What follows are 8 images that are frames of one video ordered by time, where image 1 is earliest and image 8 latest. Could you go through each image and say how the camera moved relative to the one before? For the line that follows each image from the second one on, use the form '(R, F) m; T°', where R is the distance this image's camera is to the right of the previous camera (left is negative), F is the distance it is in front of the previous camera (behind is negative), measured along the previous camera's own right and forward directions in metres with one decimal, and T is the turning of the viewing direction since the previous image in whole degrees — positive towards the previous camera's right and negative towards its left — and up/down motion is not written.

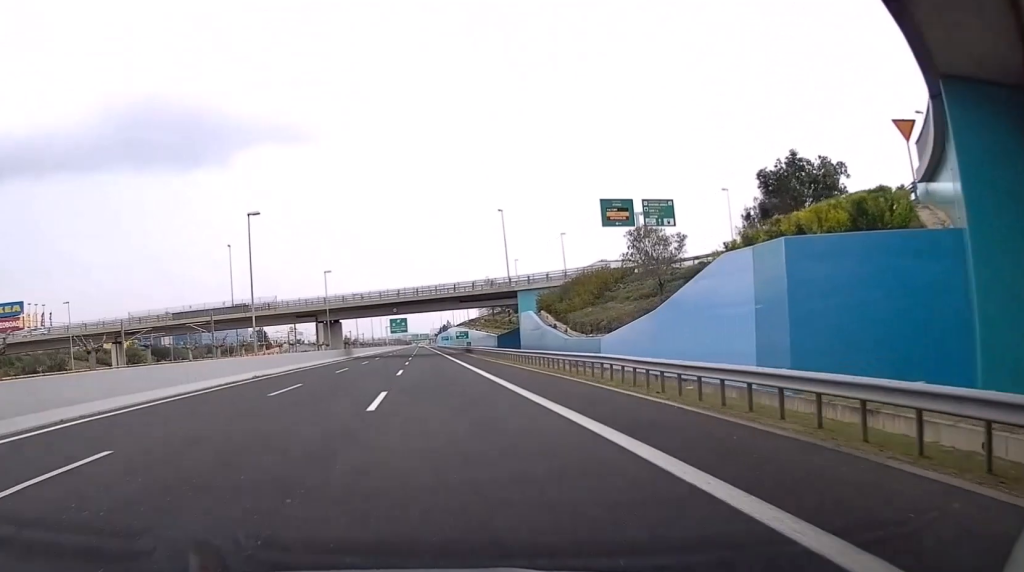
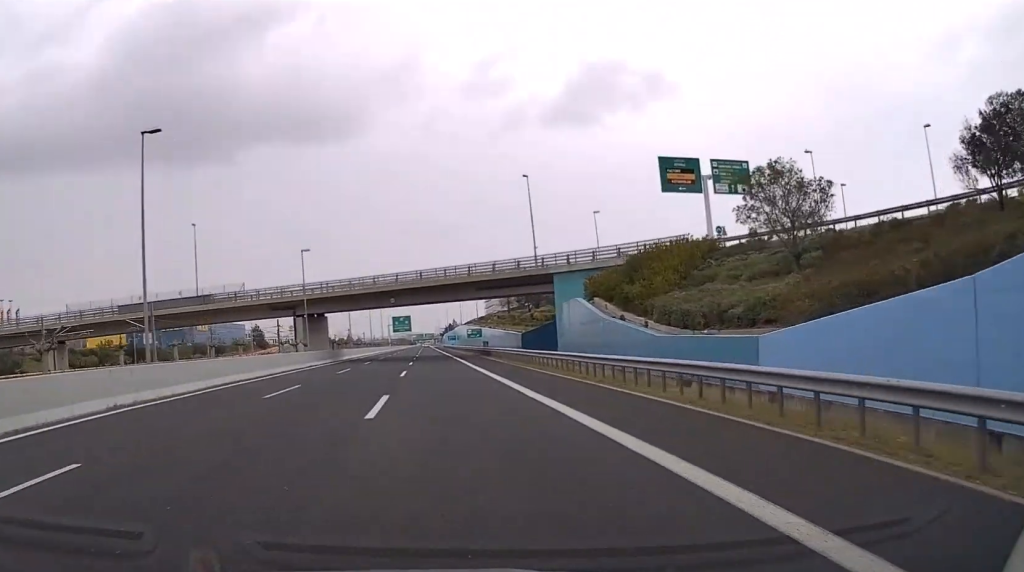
(-0.1, +19.8) m; 0°
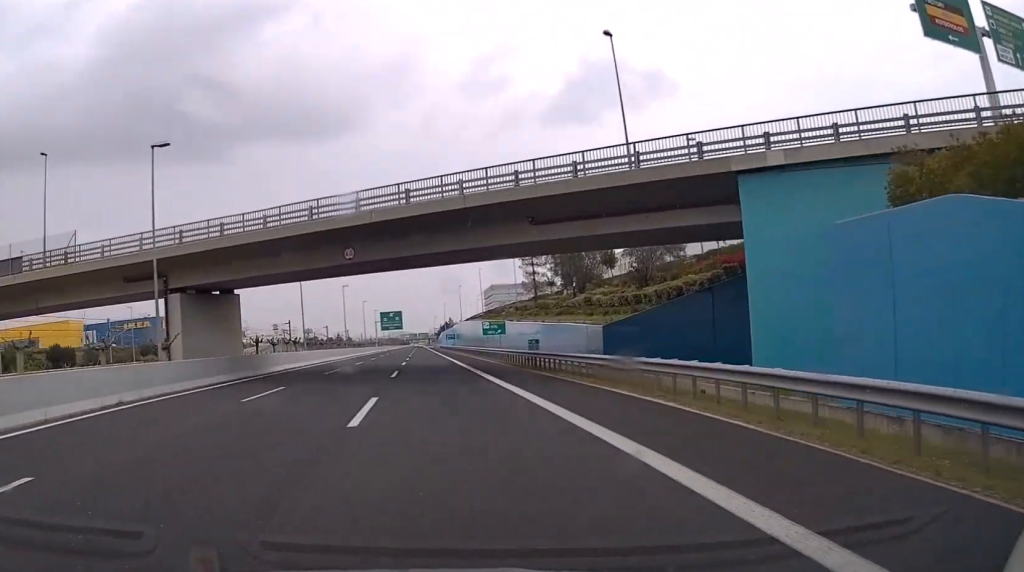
(0.0, +37.7) m; 0°
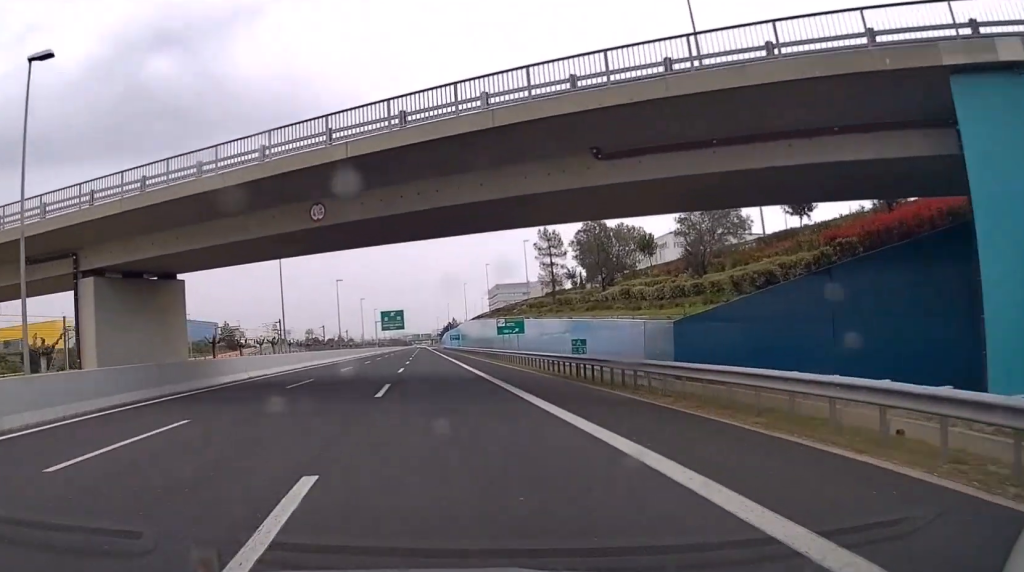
(0.0, +11.3) m; 0°
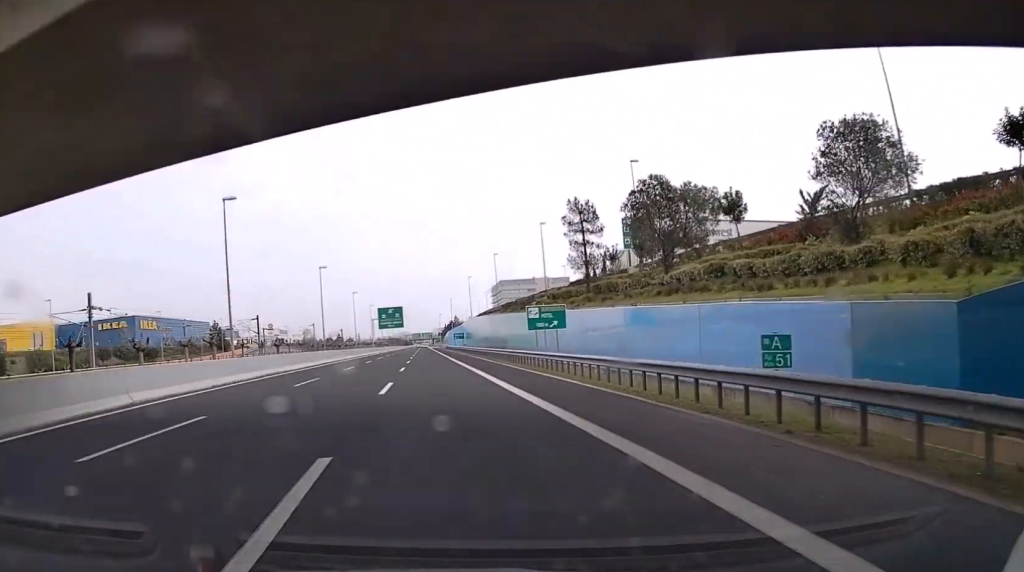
(0.0, +17.0) m; 0°
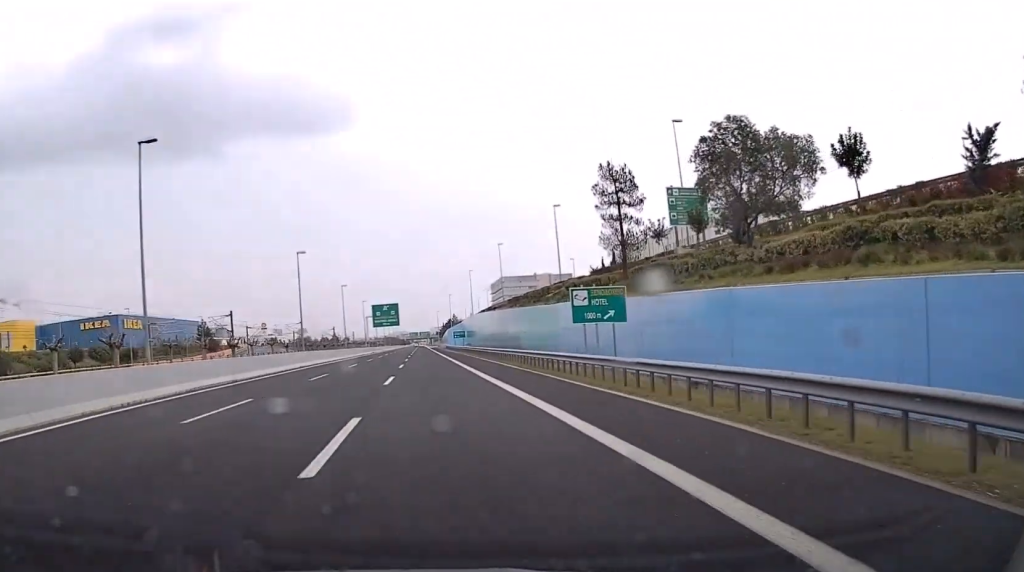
(-0.1, +13.2) m; 0°
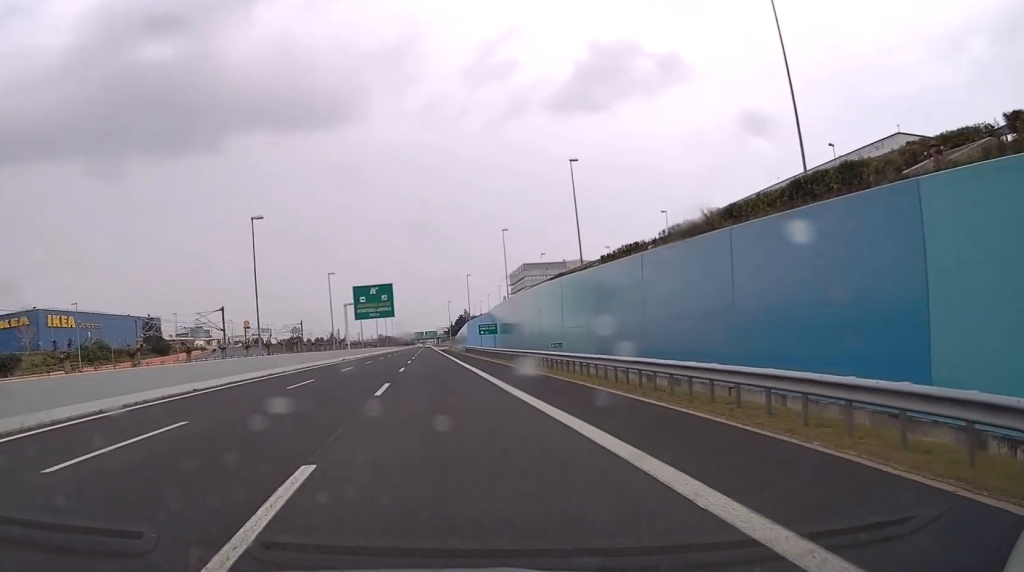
(+0.3, +59.9) m; 0°
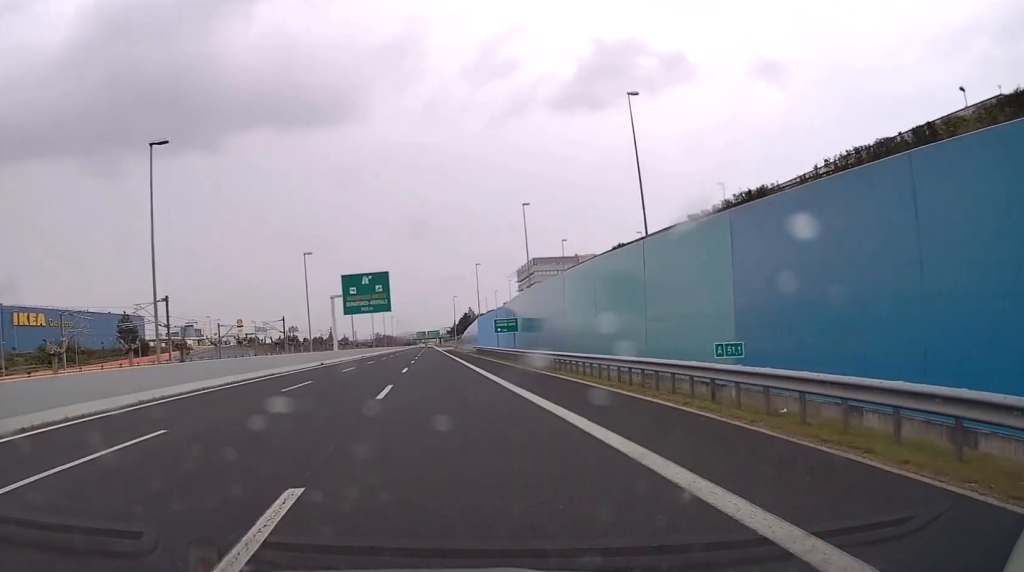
(-0.1, +19.6) m; 0°
